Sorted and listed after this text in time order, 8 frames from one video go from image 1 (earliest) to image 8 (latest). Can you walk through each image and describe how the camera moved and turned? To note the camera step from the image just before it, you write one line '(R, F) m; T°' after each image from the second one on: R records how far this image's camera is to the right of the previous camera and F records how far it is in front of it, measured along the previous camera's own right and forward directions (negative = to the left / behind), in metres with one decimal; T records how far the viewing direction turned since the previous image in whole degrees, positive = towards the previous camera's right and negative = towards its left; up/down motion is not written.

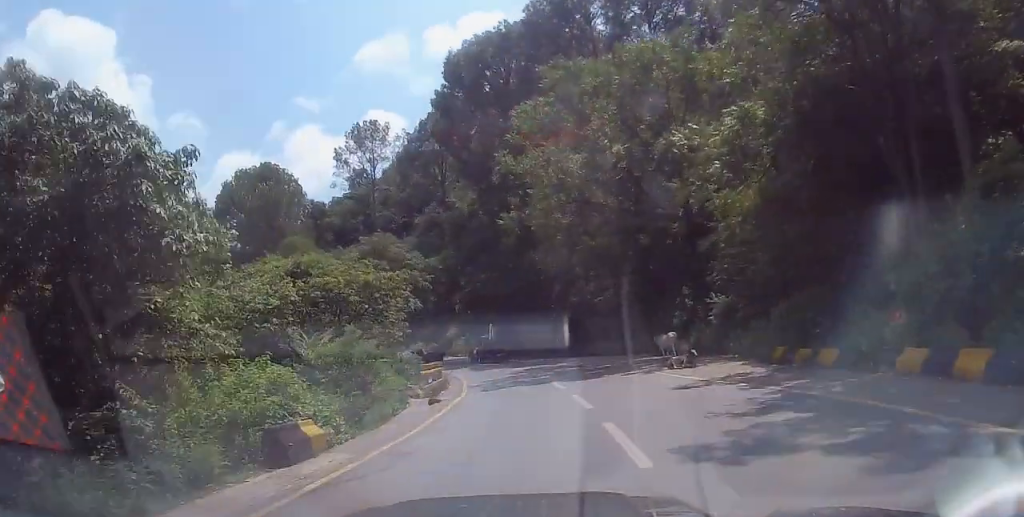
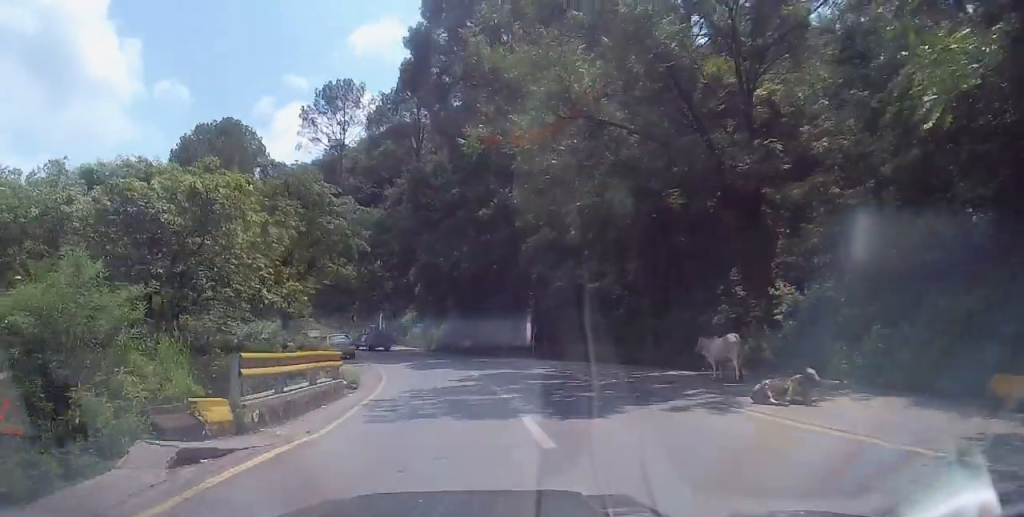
(+0.9, +10.6) m; -1°
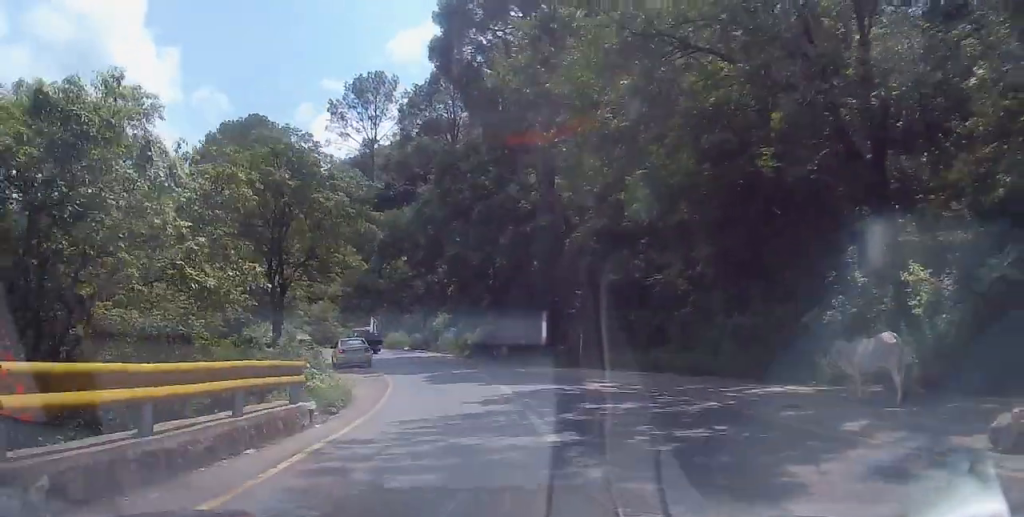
(-0.7, +5.5) m; -4°
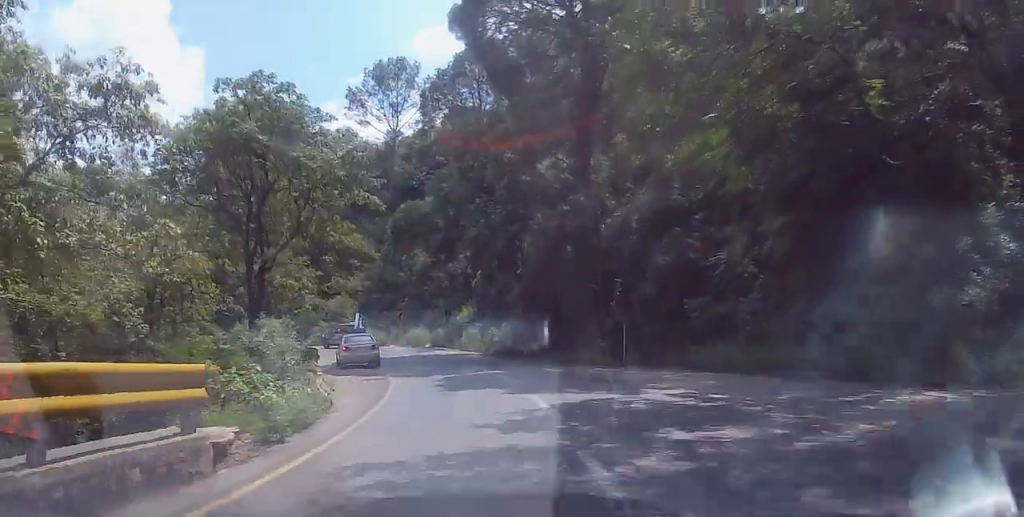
(-0.1, +4.5) m; -2°
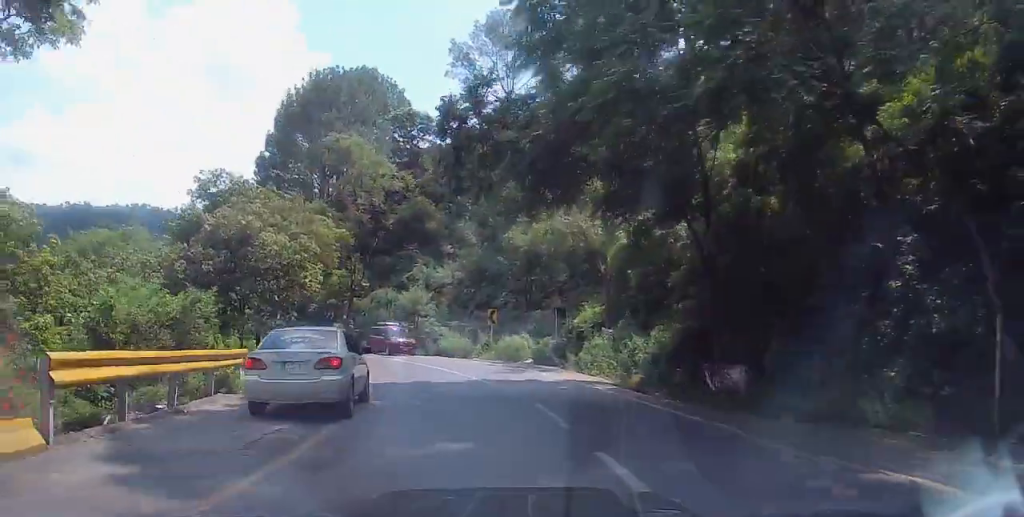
(-1.0, +17.1) m; -10°
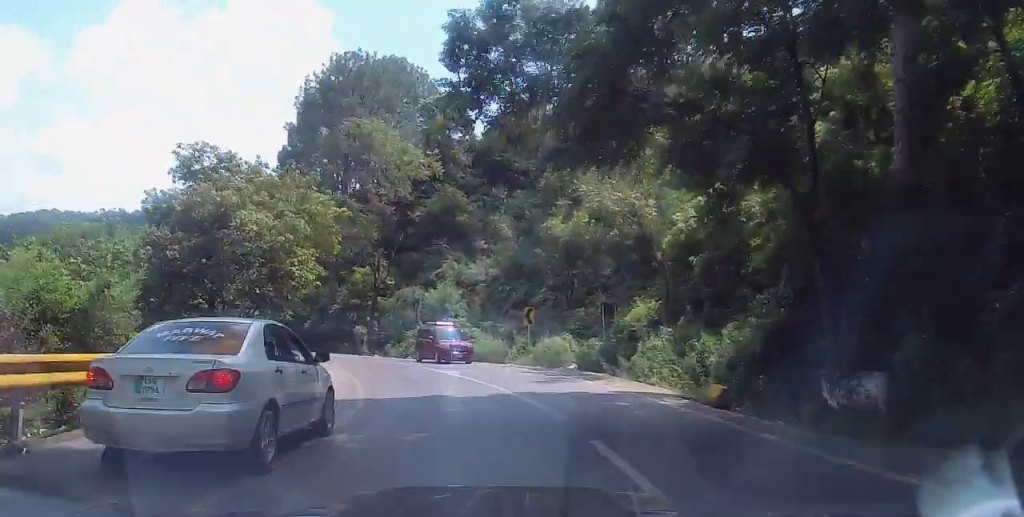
(-0.1, +4.6) m; -3°
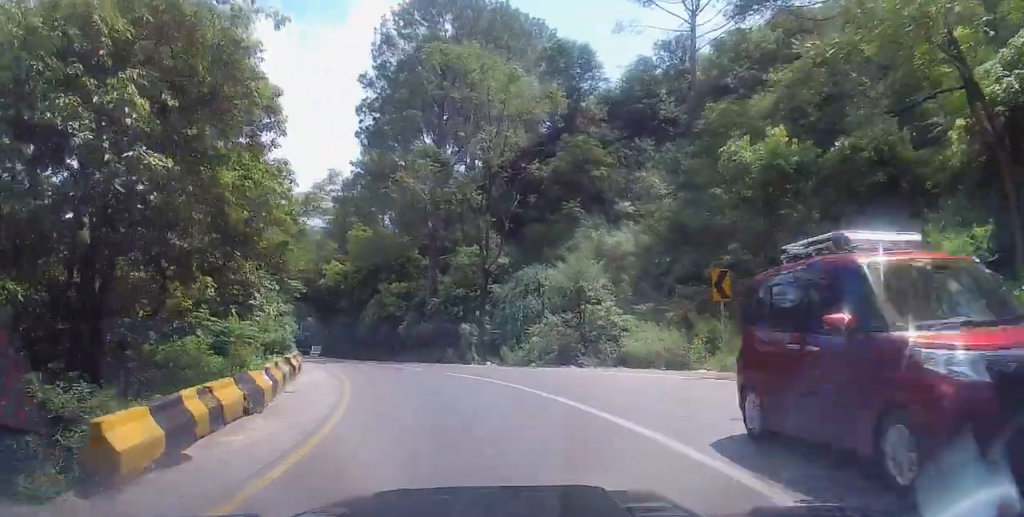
(-1.1, +13.0) m; -12°
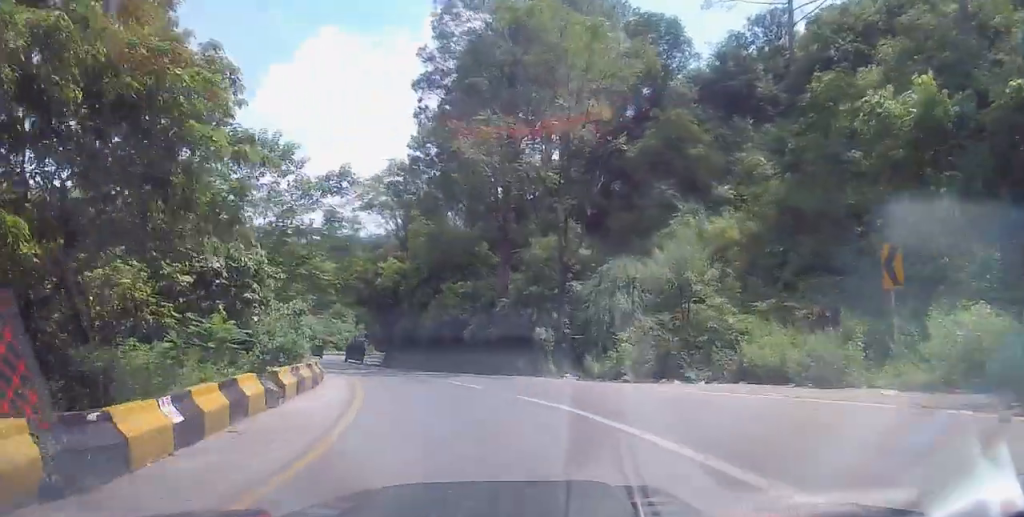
(+0.1, +5.4) m; -8°
